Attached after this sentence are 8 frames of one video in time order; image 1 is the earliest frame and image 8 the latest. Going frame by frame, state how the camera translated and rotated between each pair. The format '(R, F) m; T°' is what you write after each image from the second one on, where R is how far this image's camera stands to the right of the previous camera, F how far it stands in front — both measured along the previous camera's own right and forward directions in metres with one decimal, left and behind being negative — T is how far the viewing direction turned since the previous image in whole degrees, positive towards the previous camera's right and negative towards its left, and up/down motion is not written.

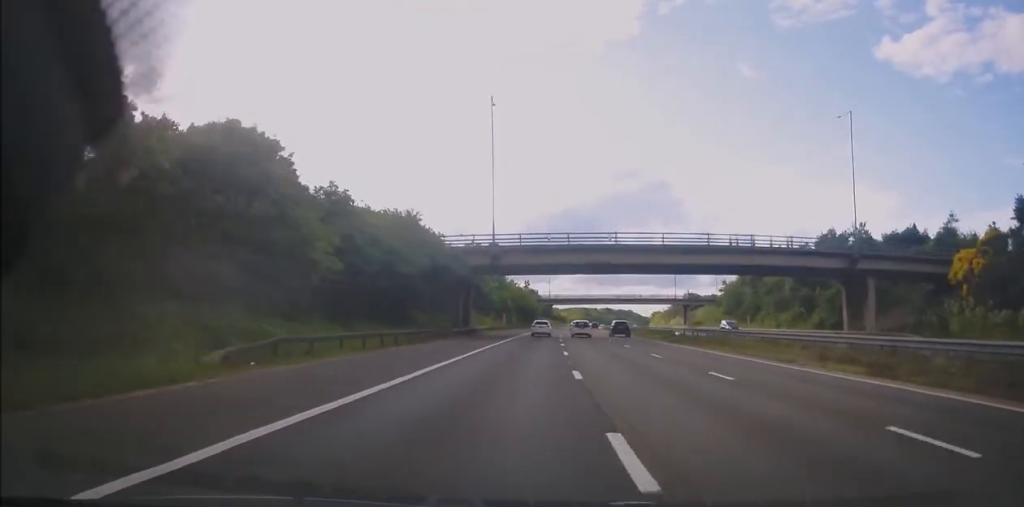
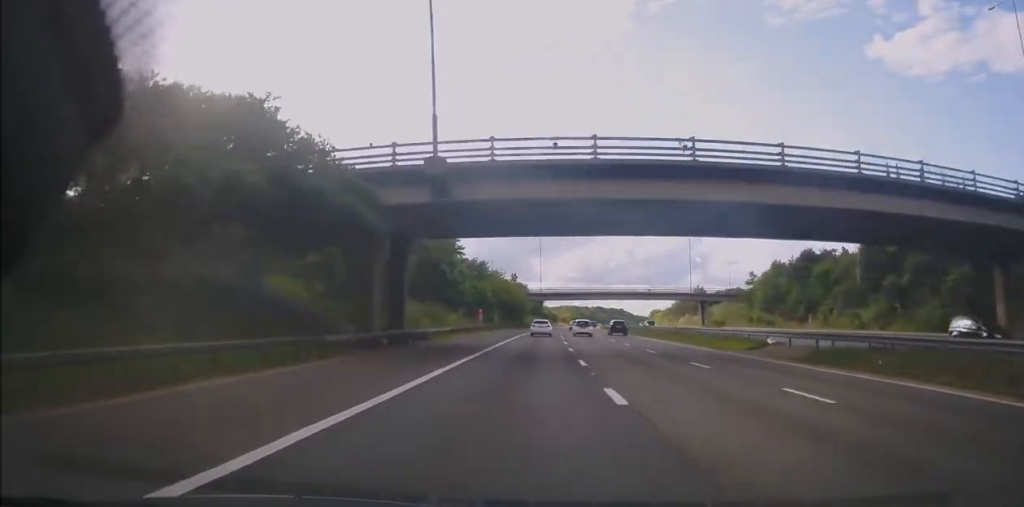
(+0.3, +24.1) m; +1°
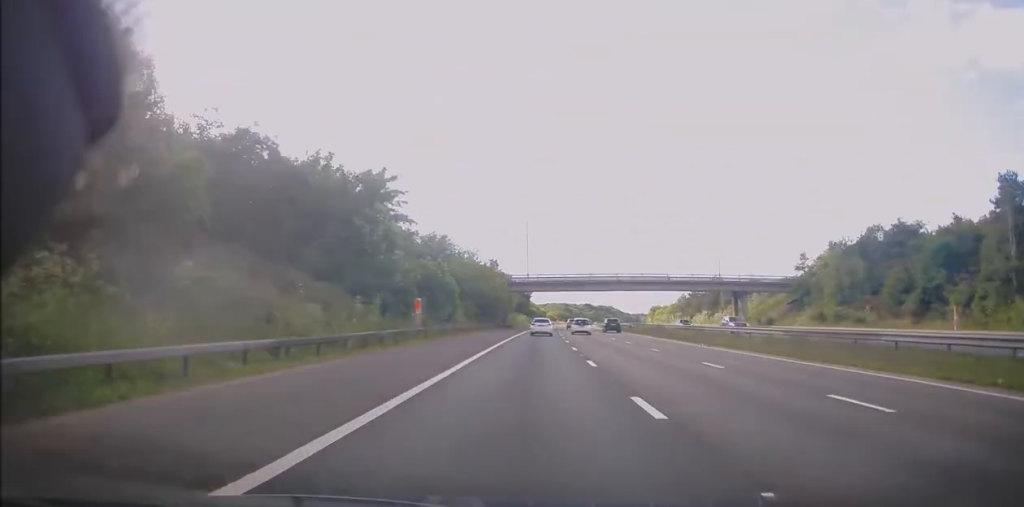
(-0.1, +27.7) m; +2°
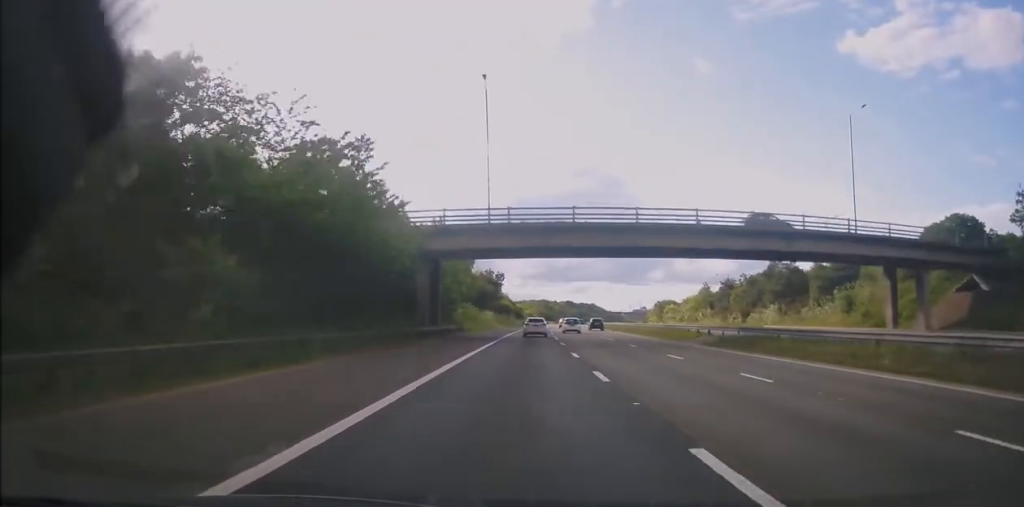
(+1.9, +49.6) m; +3°
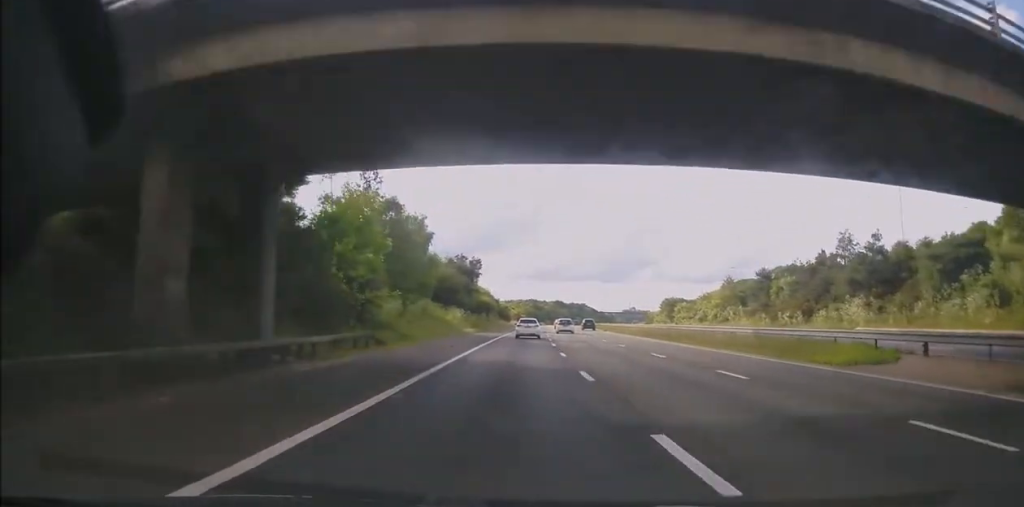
(+0.1, +26.4) m; 0°
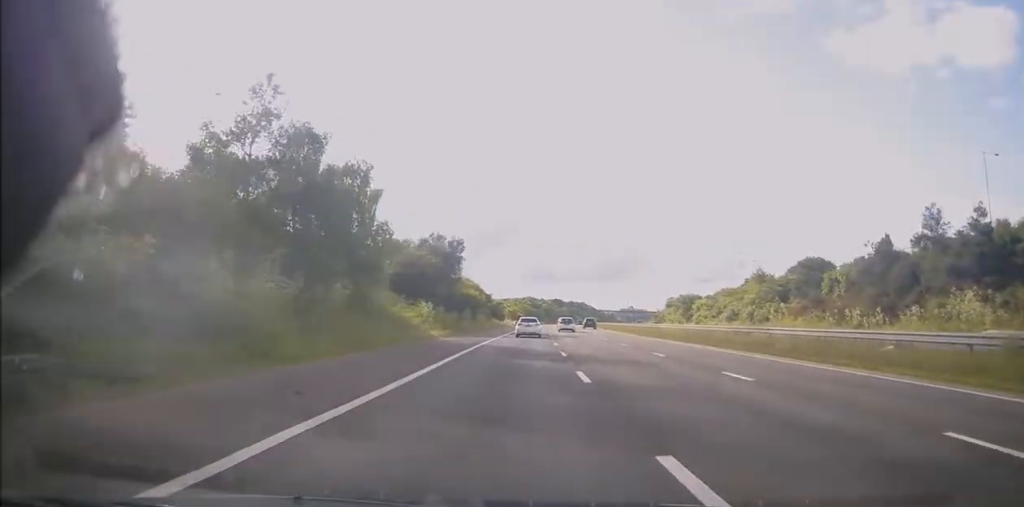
(0.0, +18.5) m; 0°
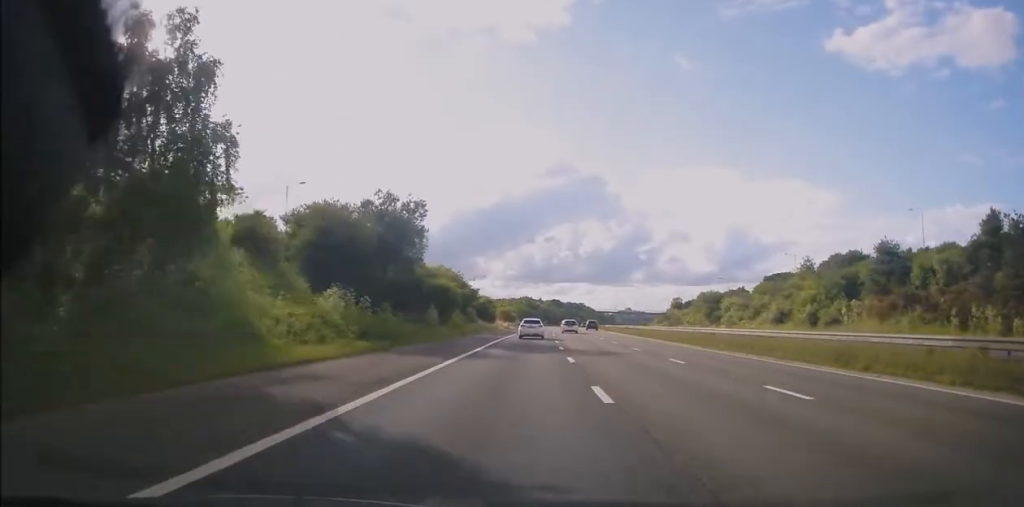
(-0.3, +20.9) m; +1°
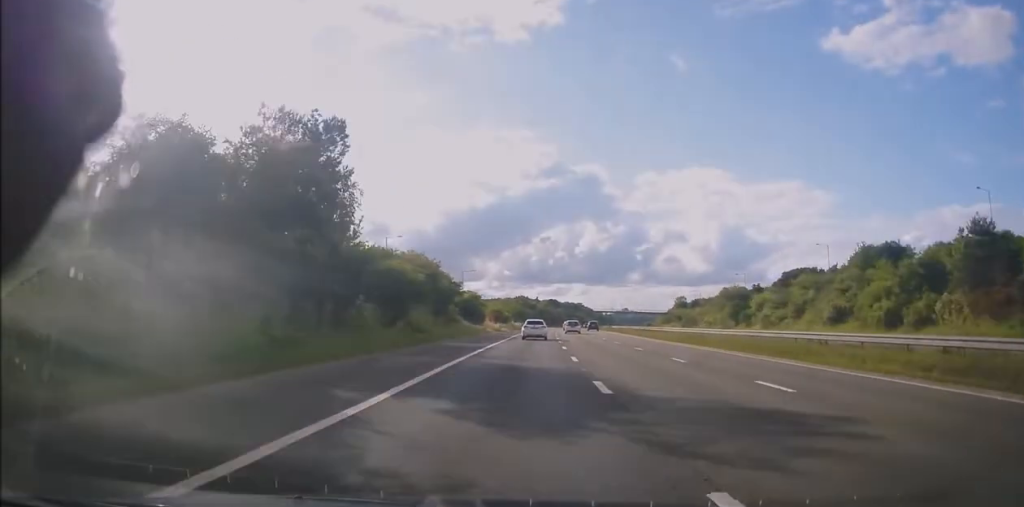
(+0.5, +17.1) m; +1°
